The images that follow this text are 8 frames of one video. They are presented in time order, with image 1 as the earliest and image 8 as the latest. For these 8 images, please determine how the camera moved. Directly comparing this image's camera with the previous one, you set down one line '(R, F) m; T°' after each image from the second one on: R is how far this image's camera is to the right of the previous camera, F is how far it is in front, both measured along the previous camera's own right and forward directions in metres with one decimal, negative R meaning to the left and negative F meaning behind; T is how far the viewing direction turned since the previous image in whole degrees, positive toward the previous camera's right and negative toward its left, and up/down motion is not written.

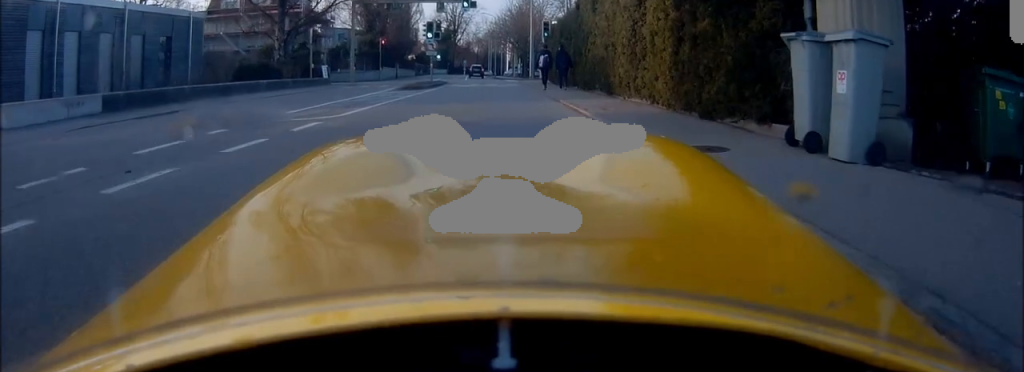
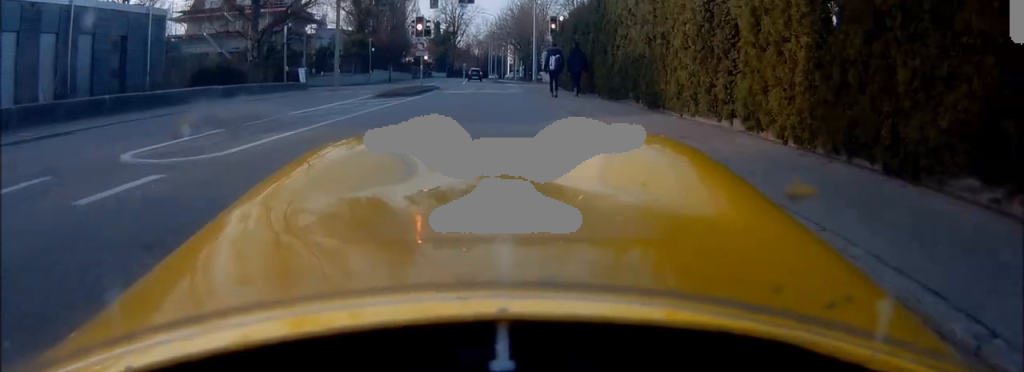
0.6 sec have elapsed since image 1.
(-0.1, +4.4) m; -1°
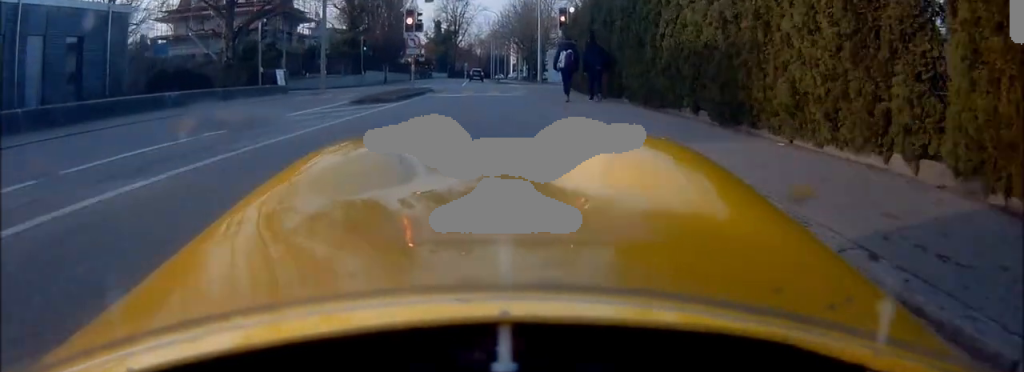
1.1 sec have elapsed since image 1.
(0.0, +3.7) m; 0°
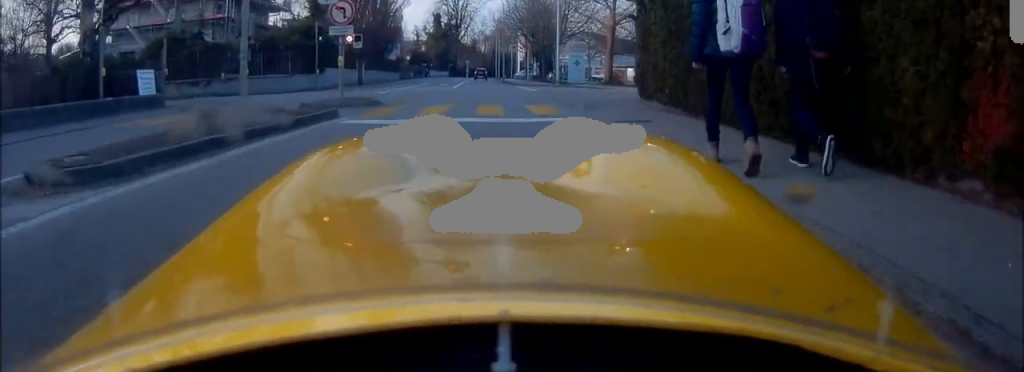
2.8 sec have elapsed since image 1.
(+0.1, +11.4) m; +1°
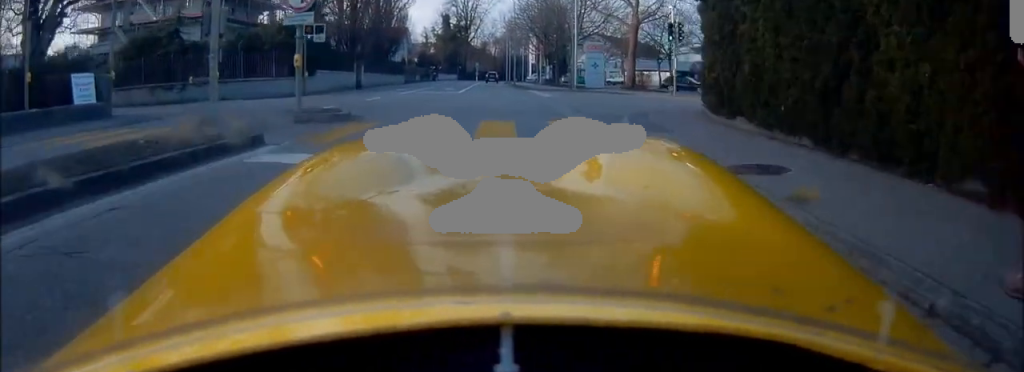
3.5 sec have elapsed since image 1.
(0.0, +3.1) m; 0°
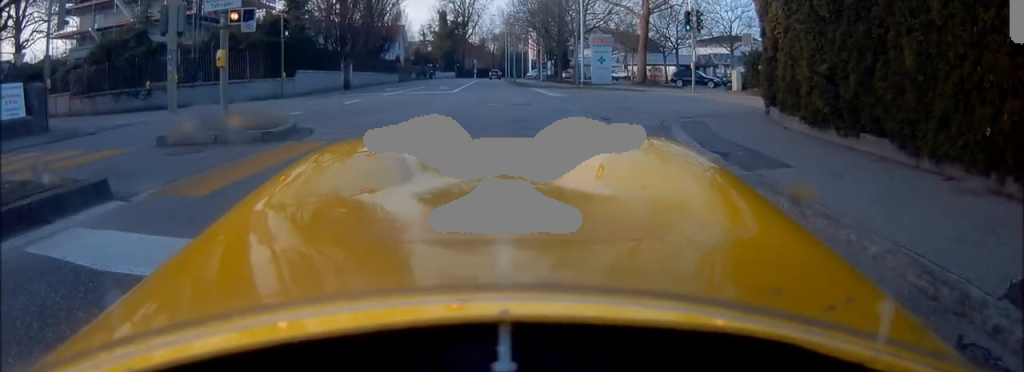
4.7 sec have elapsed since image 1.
(0.0, +4.2) m; +2°
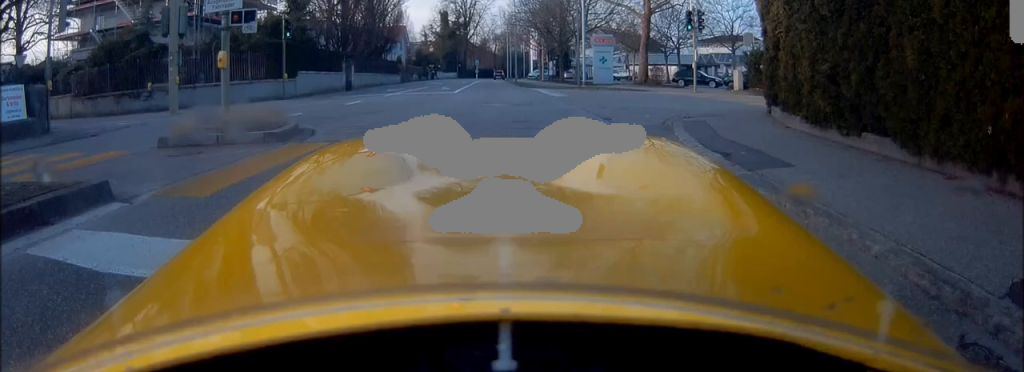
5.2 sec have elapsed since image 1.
(0.0, +1.2) m; +1°
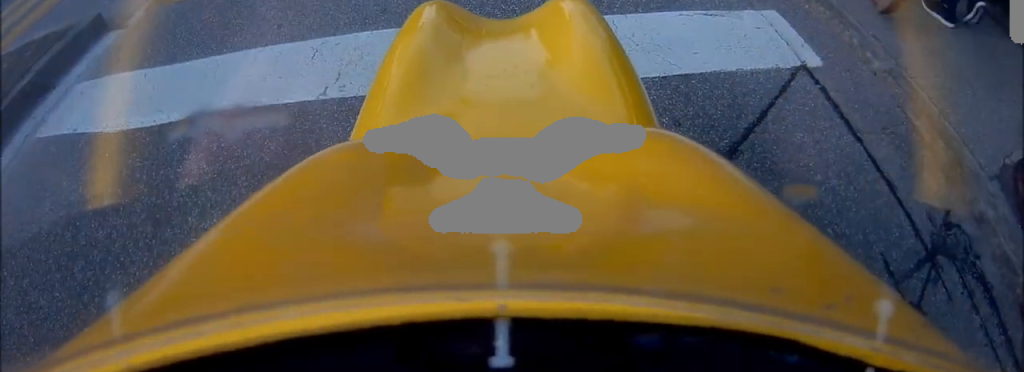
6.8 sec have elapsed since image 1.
(+0.1, +1.7) m; 0°
